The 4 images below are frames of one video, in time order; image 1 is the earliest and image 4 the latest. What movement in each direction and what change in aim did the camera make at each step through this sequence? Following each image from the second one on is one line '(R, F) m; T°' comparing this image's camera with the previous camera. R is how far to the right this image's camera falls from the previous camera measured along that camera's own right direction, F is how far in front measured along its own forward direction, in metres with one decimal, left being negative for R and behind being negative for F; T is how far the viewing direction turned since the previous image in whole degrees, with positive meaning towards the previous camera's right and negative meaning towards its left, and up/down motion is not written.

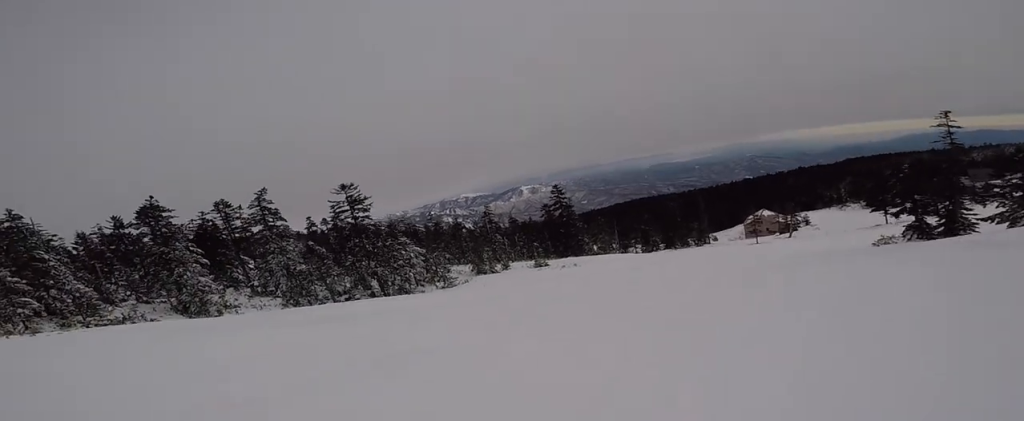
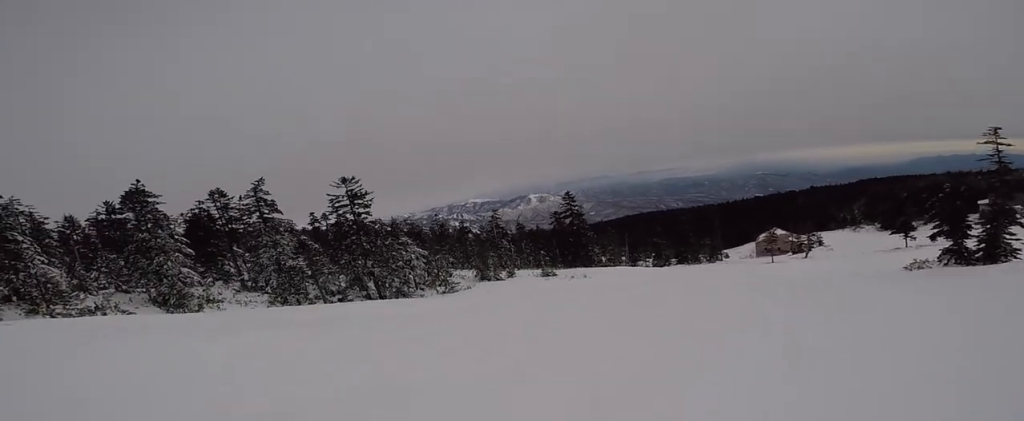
(-0.5, +2.9) m; -5°
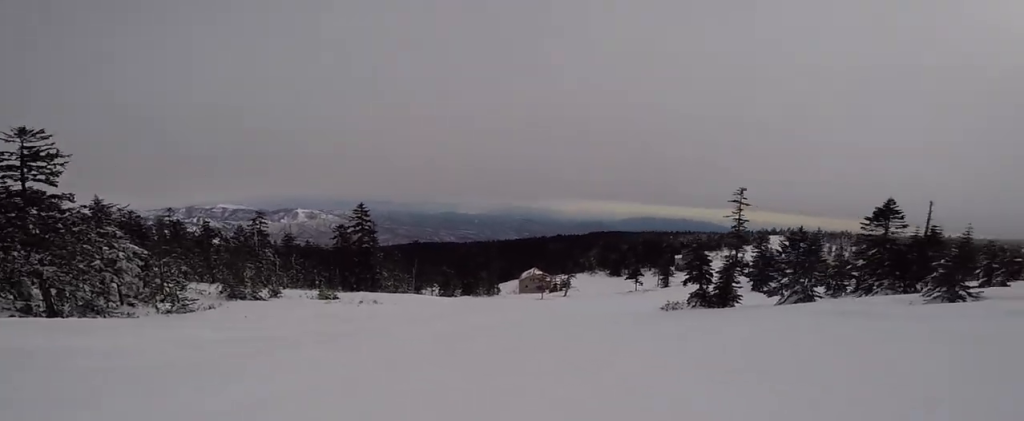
(+0.5, +7.2) m; +14°
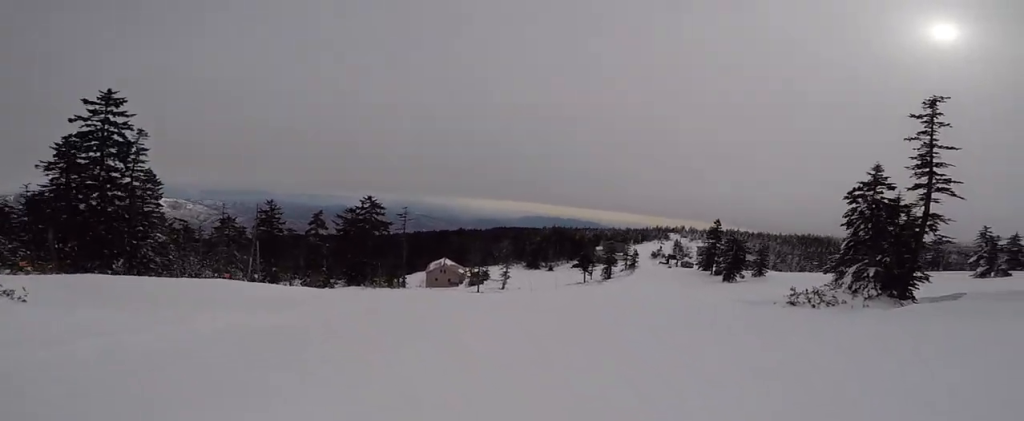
(+10.8, +31.4) m; +31°
